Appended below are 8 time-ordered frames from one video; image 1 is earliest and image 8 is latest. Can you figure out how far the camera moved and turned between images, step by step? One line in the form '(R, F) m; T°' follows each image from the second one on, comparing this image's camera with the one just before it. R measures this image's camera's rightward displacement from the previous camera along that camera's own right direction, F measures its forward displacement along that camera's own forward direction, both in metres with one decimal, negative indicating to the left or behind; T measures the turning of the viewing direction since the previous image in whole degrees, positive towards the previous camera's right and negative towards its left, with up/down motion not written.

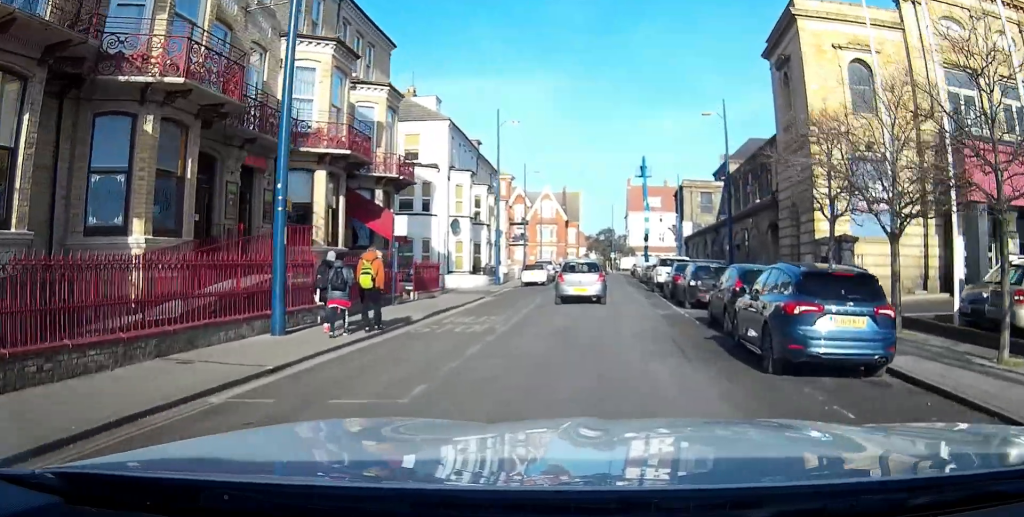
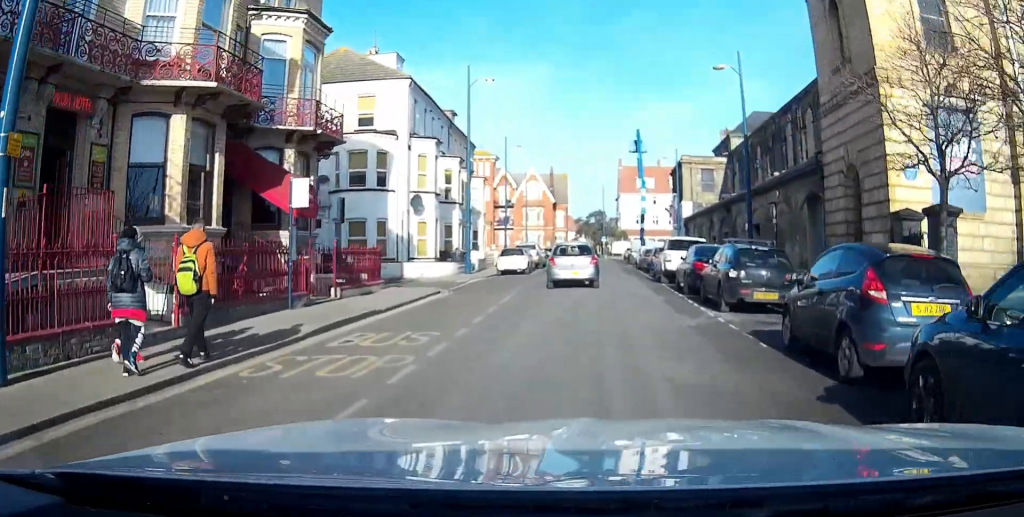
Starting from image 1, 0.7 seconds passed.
(+0.2, +7.6) m; +1°
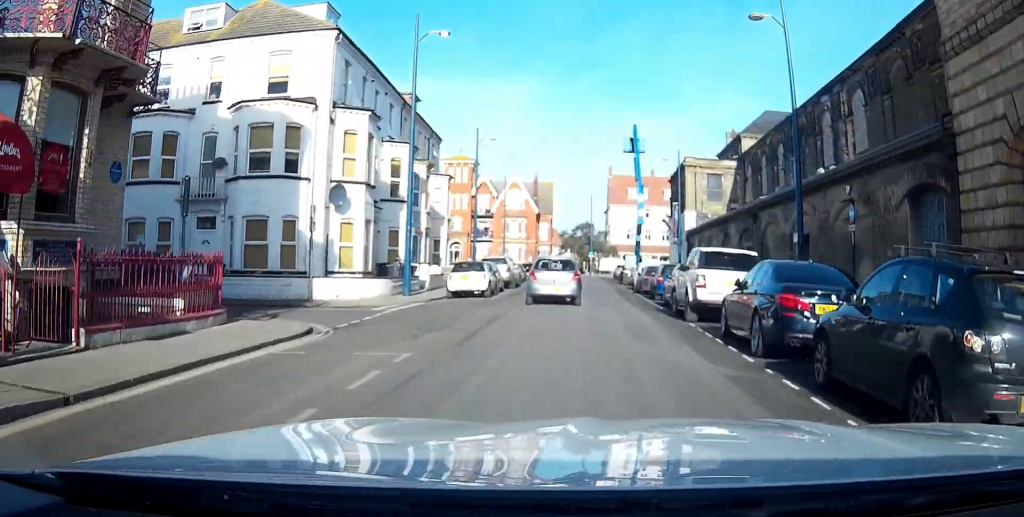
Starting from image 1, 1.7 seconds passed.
(+0.1, +10.4) m; 0°
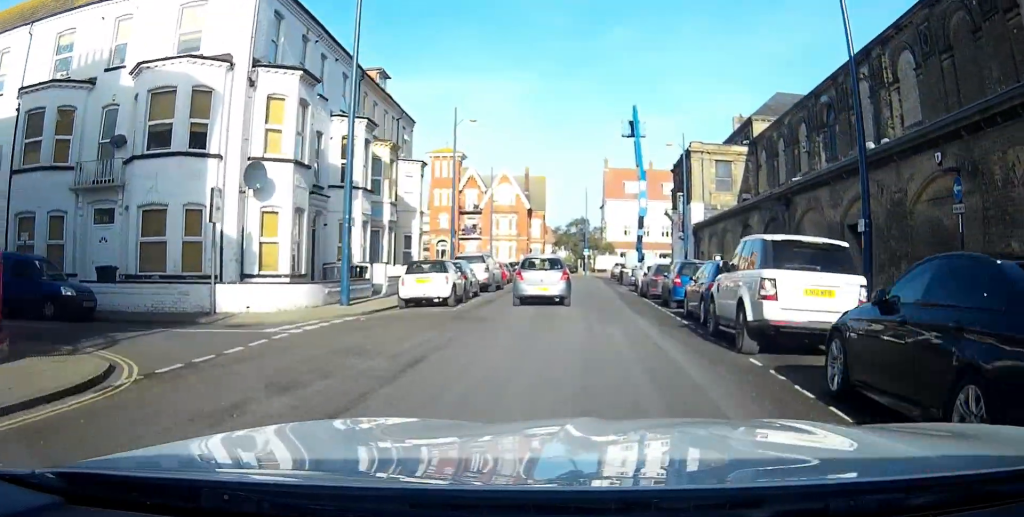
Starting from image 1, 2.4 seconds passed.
(0.0, +6.6) m; -1°
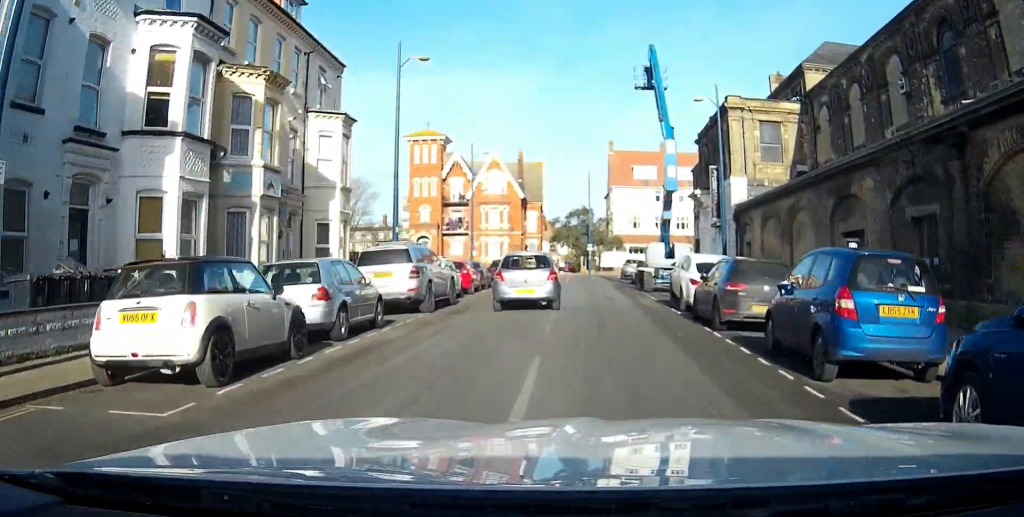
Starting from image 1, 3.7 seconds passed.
(0.0, +14.1) m; 0°
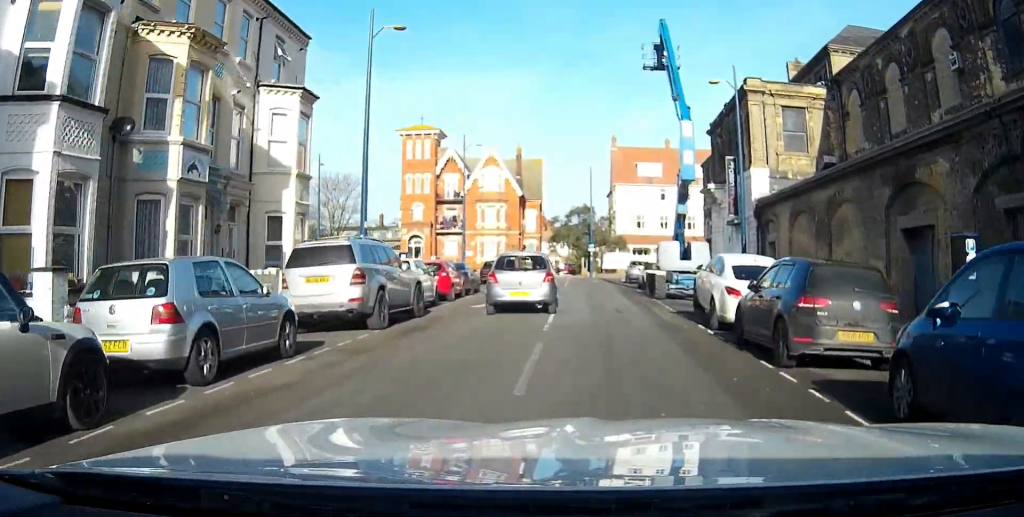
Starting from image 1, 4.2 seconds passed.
(0.0, +4.8) m; 0°
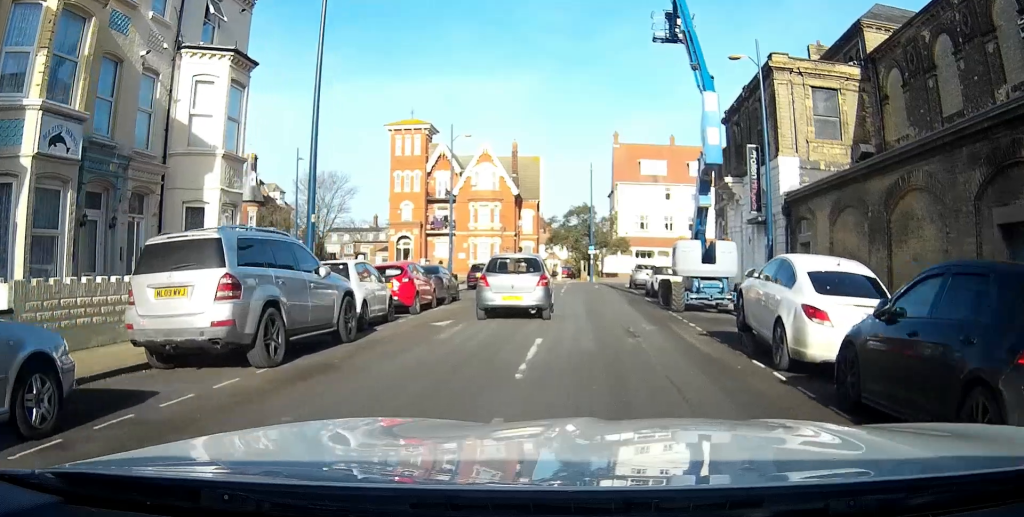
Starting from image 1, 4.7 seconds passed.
(0.0, +5.4) m; 0°
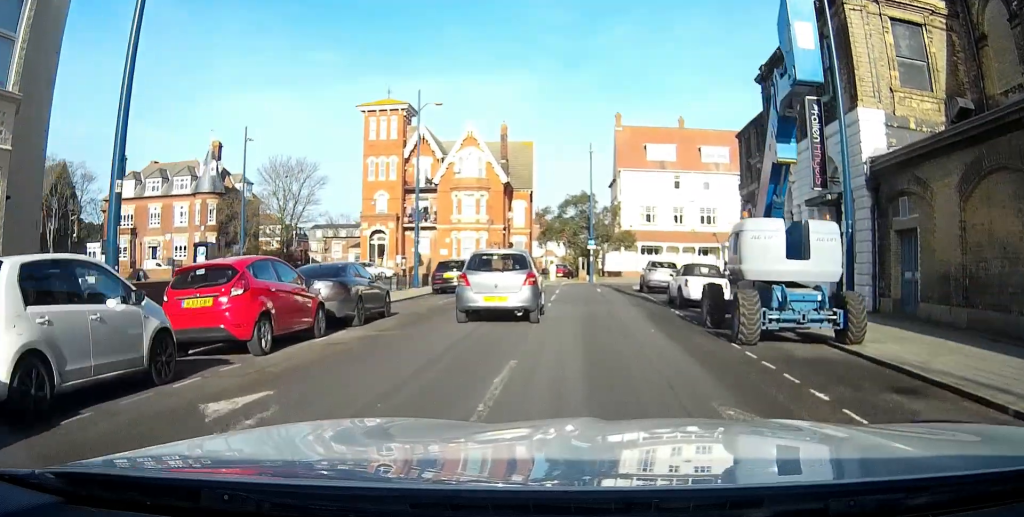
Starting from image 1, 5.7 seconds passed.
(0.0, +9.9) m; 0°
